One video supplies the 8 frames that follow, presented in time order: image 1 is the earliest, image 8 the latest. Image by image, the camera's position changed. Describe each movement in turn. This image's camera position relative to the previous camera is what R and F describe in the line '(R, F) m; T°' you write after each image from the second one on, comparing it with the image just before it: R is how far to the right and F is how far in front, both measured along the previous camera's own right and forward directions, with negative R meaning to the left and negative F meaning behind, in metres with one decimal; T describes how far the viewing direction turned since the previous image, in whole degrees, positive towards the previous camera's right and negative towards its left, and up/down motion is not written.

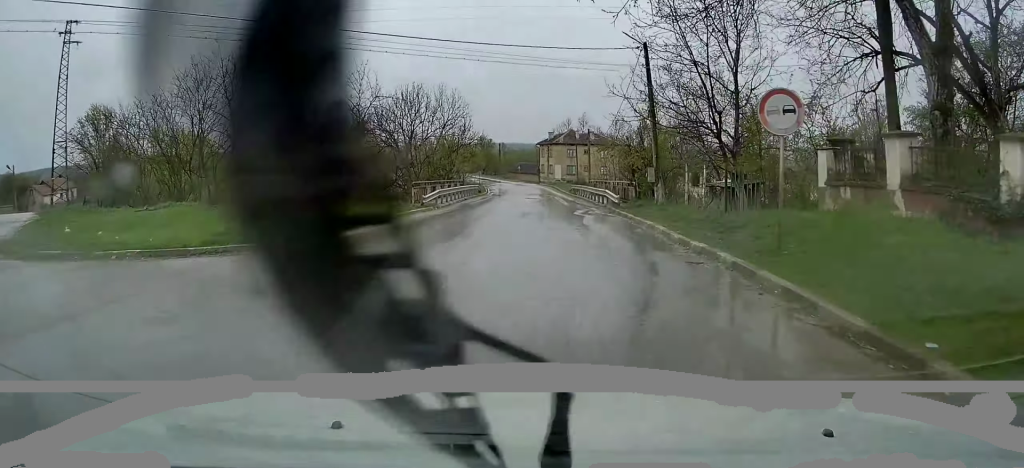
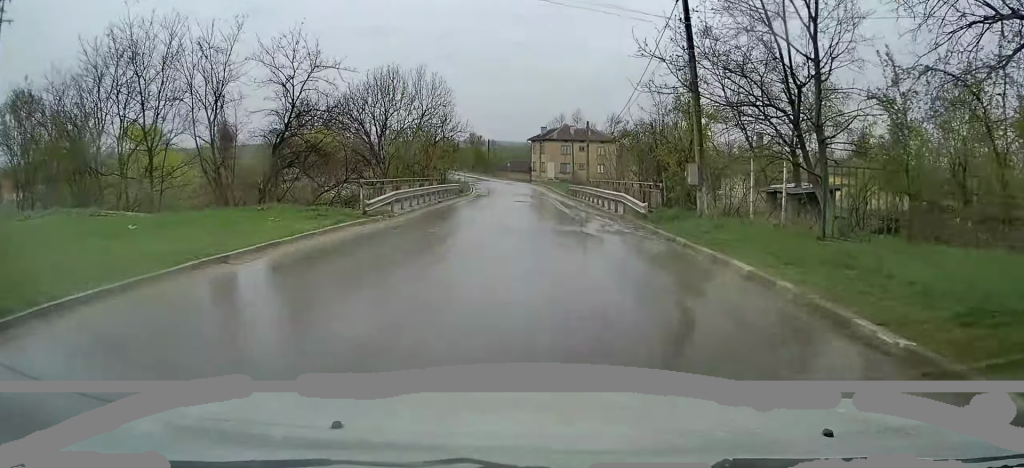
(+0.1, +8.5) m; +2°
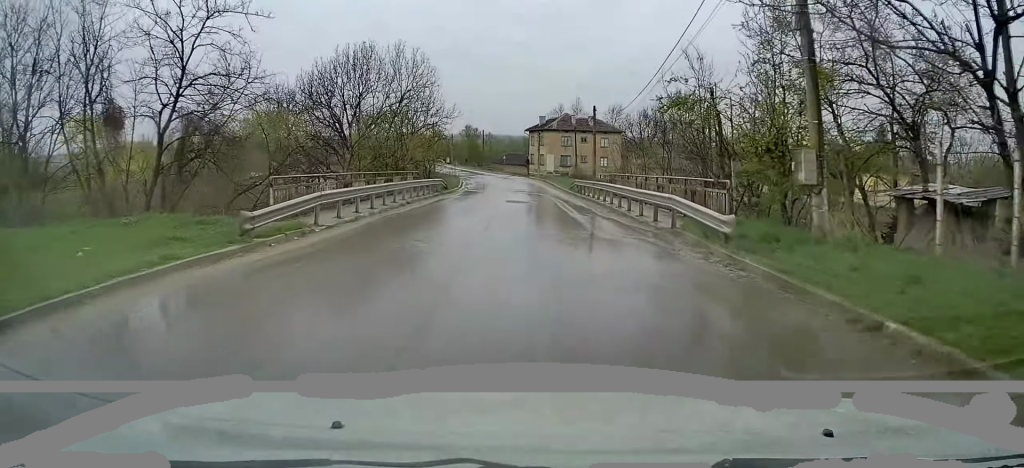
(+0.3, +8.5) m; 0°
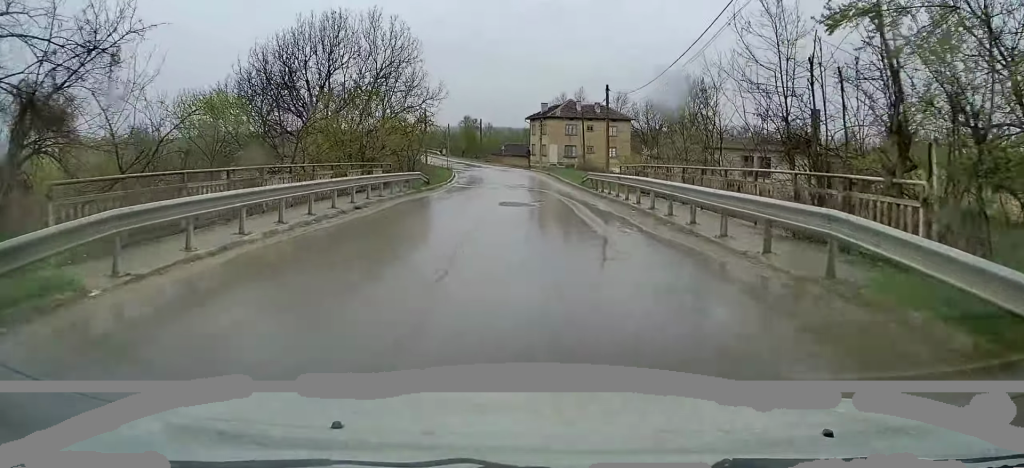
(-0.2, +8.3) m; -2°
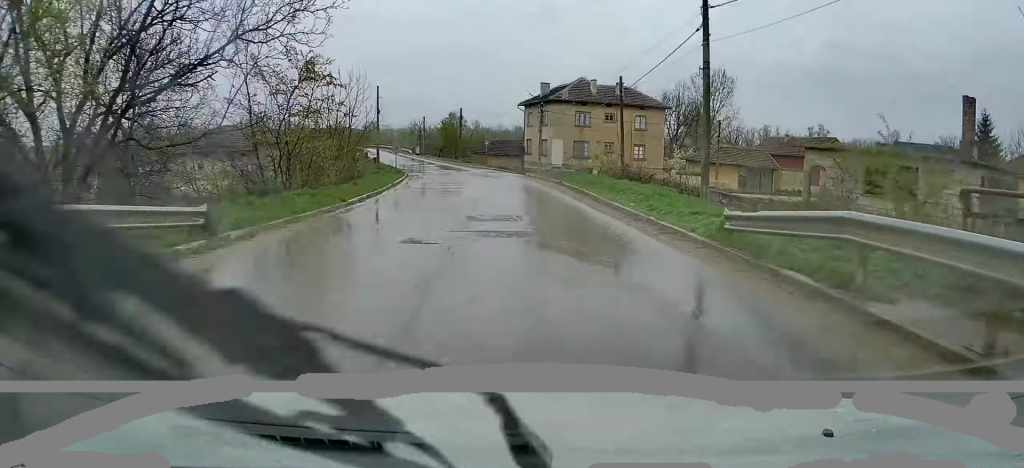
(+0.6, +25.7) m; +1°
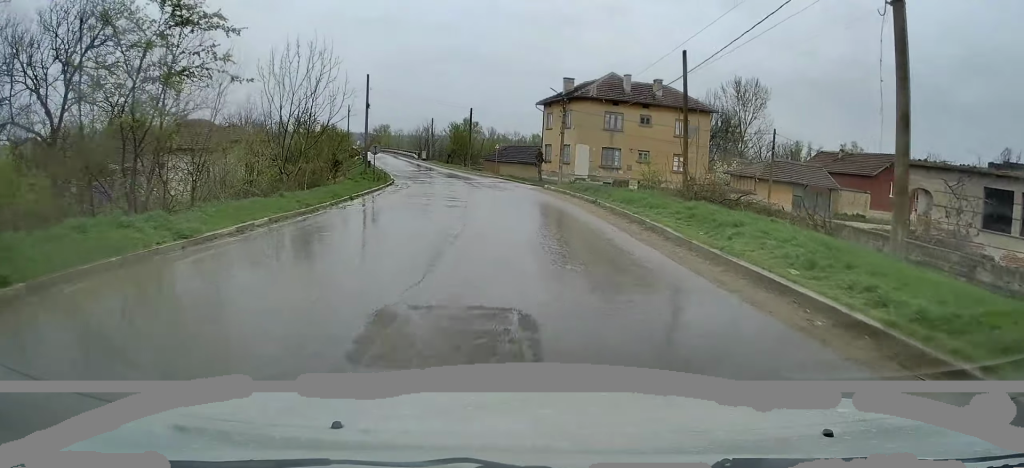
(-0.2, +10.6) m; -2°
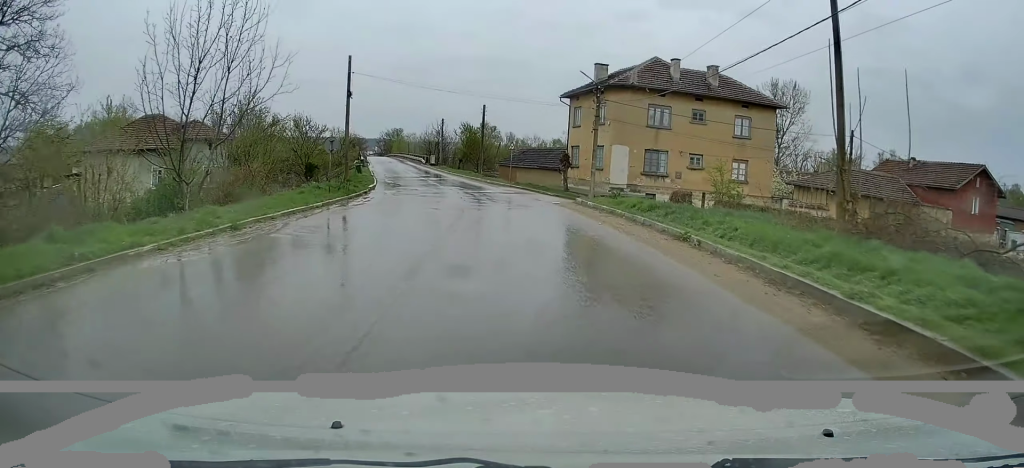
(-0.2, +10.7) m; -1°
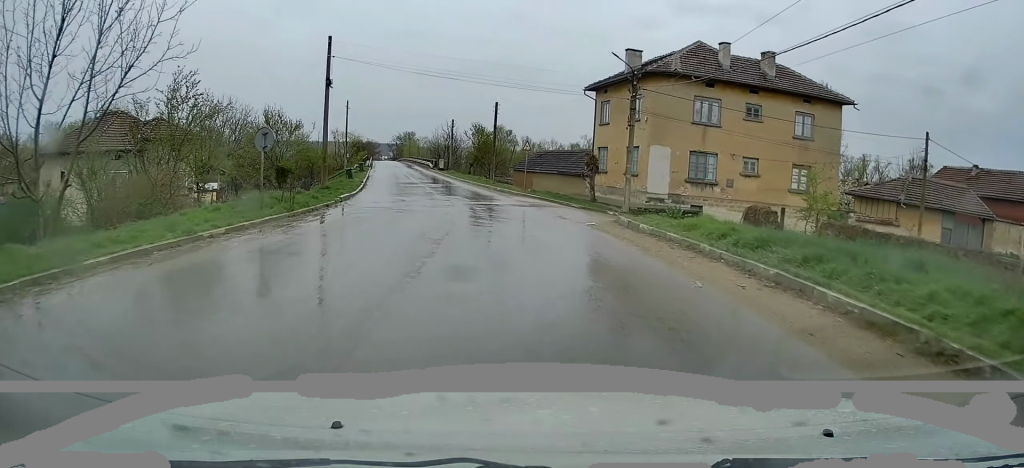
(+0.2, +7.5) m; -1°
